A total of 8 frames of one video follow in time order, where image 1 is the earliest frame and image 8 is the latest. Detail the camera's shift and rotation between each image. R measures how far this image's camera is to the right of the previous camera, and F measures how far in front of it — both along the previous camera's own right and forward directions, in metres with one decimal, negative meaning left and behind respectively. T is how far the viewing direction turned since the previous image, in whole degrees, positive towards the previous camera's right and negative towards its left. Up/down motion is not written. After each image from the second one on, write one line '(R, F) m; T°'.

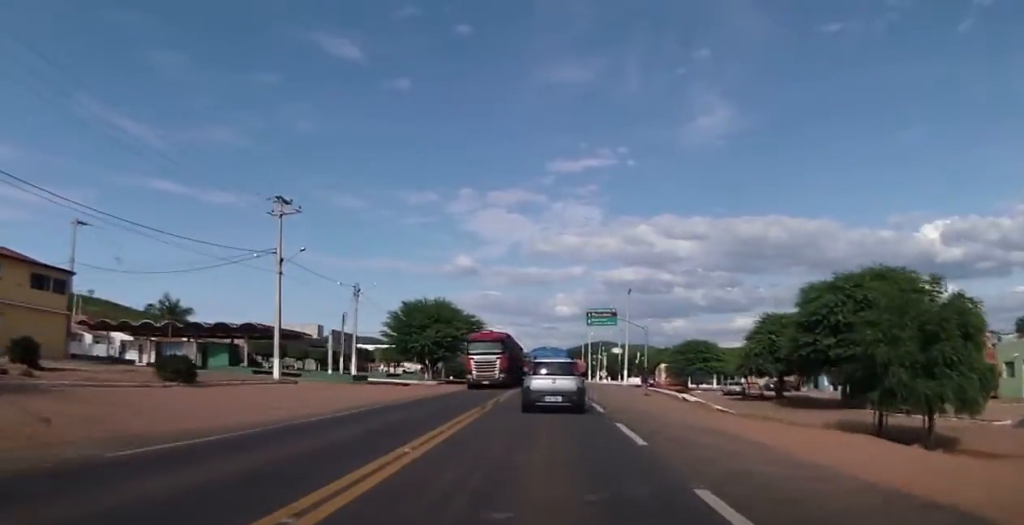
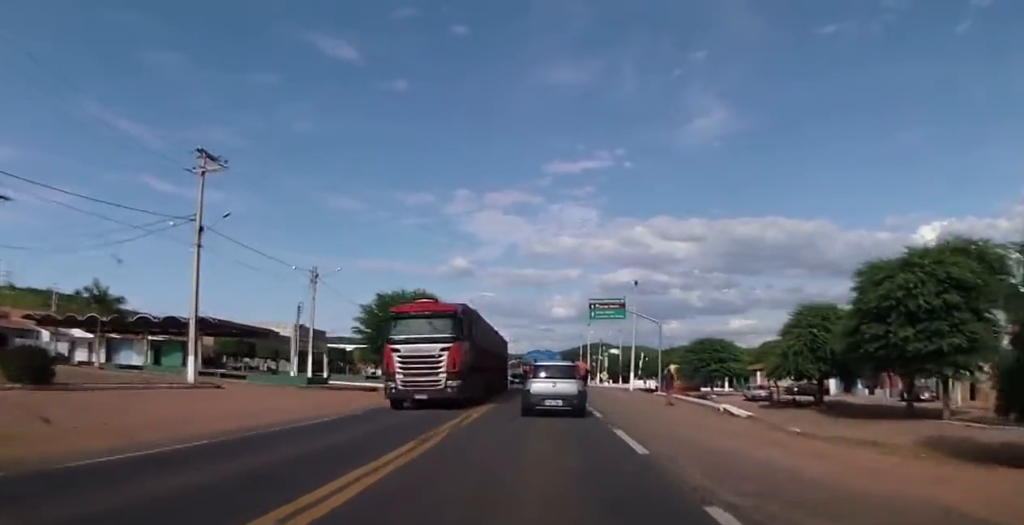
(0.0, +9.2) m; 0°
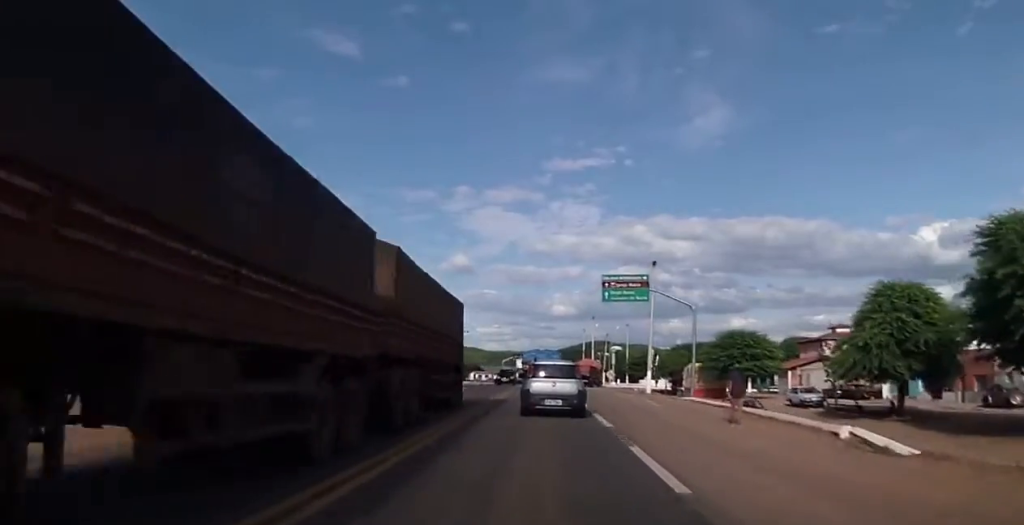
(0.0, +11.3) m; 0°
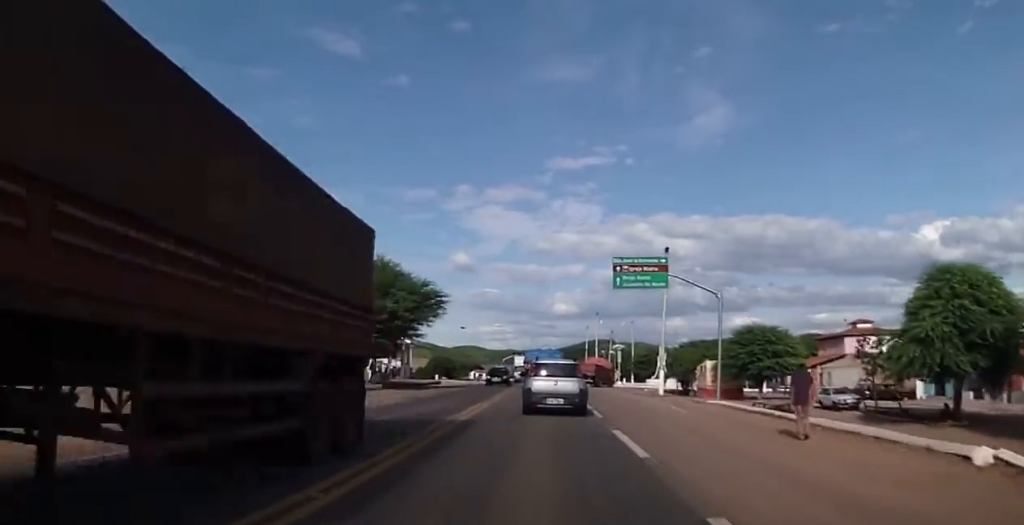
(0.0, +5.2) m; 0°
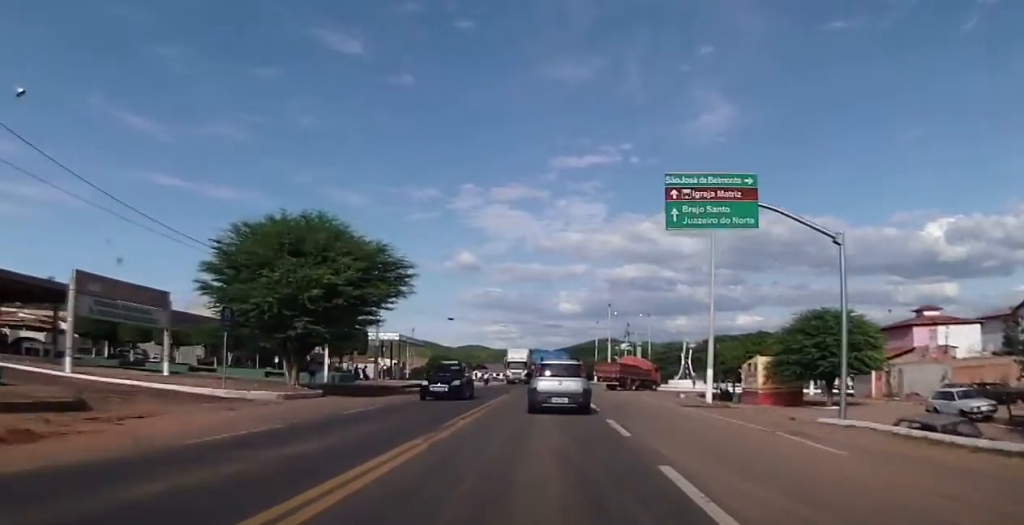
(-0.1, +13.0) m; 0°
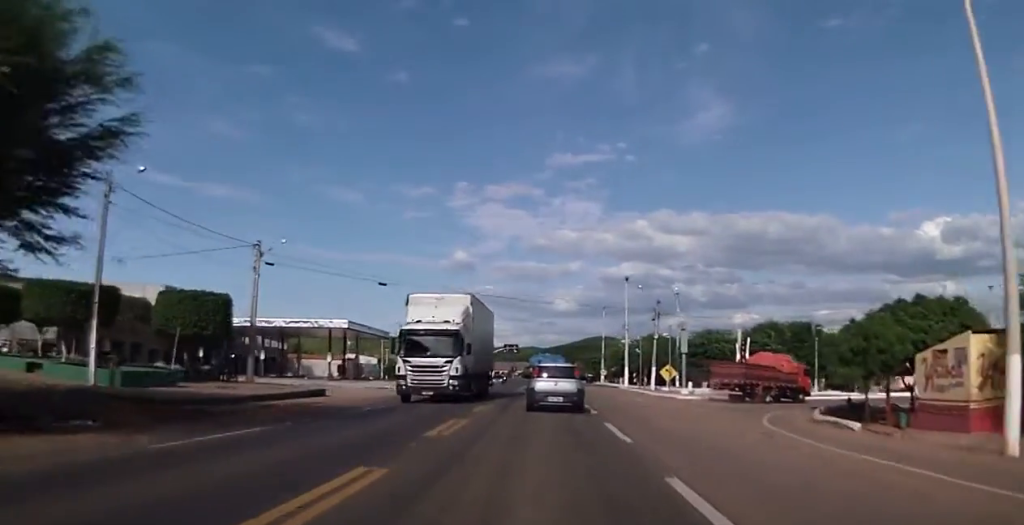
(+0.2, +22.7) m; 0°
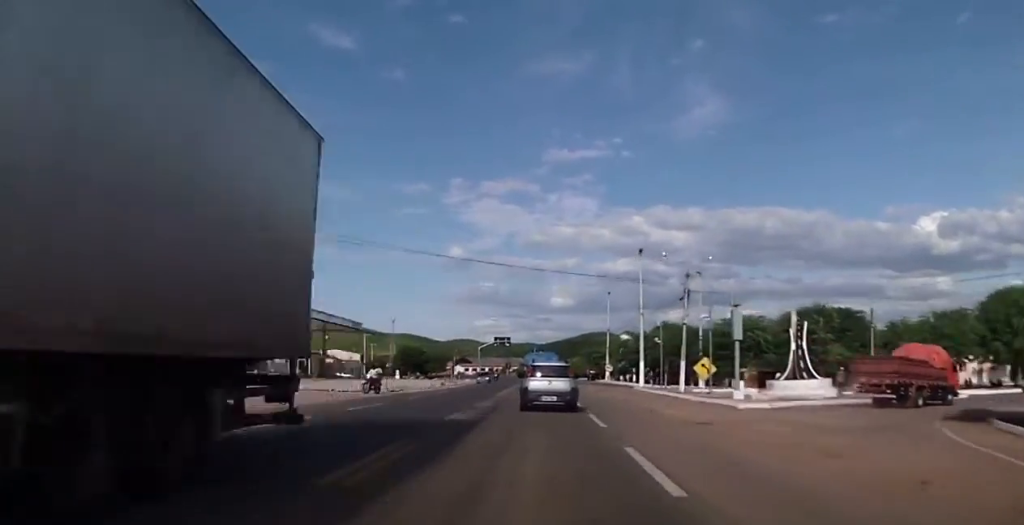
(-0.1, +12.9) m; 0°
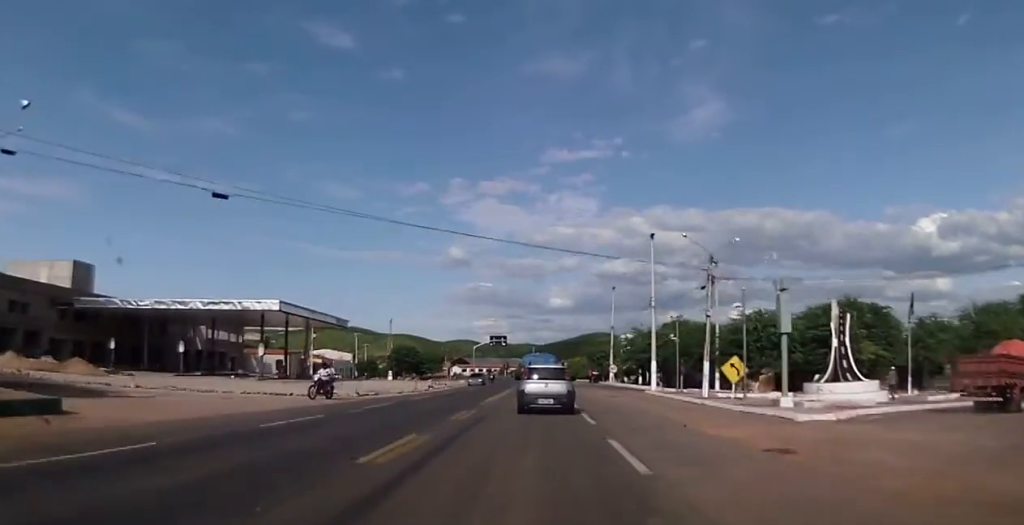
(0.0, +6.2) m; 0°
